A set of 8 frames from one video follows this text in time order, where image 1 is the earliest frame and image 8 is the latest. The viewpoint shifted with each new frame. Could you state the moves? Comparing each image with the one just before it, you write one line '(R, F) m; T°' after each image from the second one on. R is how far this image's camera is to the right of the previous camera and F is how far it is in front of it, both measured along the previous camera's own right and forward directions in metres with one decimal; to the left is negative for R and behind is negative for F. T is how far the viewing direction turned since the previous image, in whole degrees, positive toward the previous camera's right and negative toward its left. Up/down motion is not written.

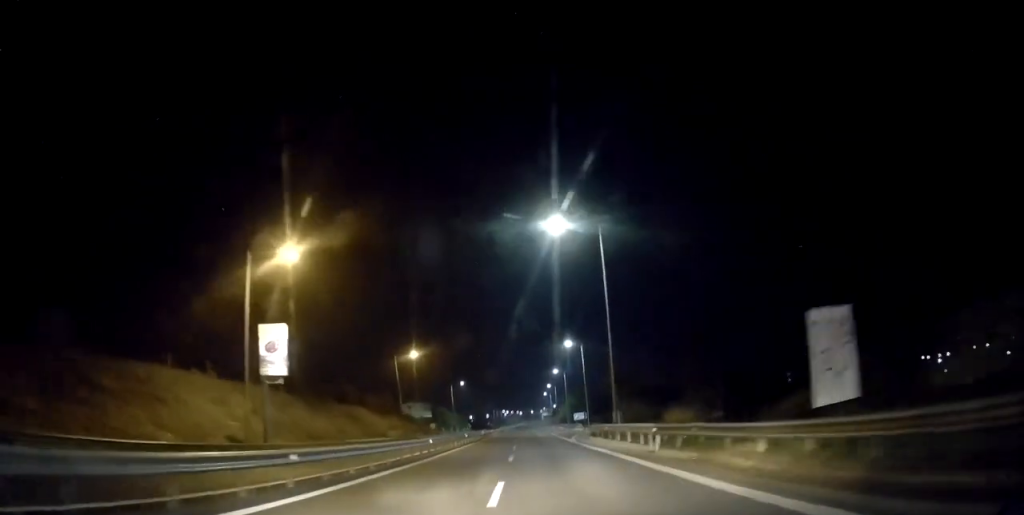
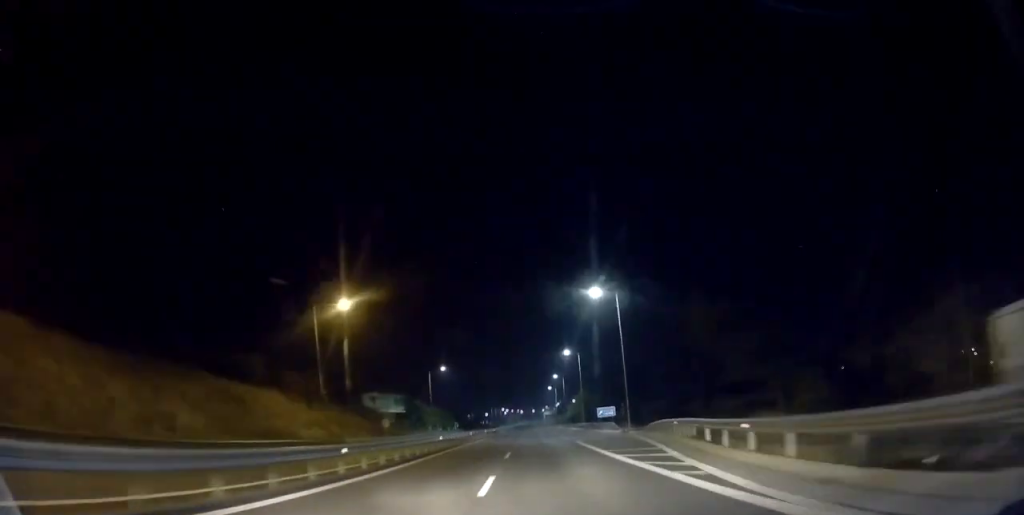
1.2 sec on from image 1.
(0.0, +32.1) m; -1°
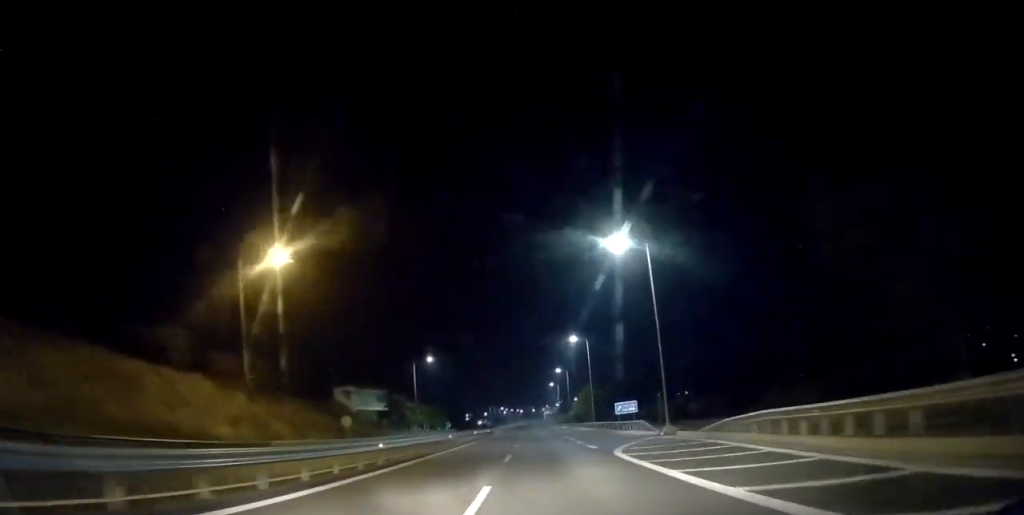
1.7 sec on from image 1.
(-0.1, +13.8) m; 0°
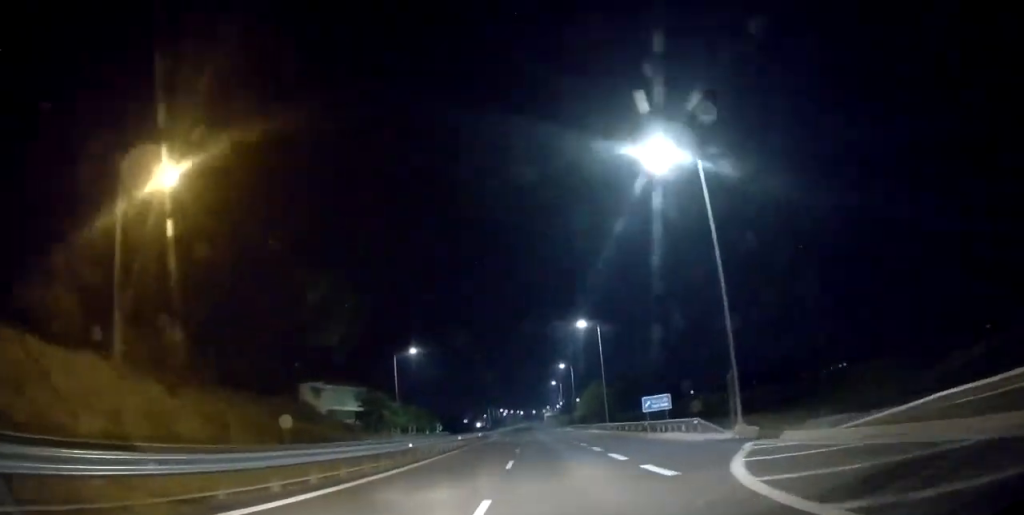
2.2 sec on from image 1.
(-0.2, +13.3) m; 0°
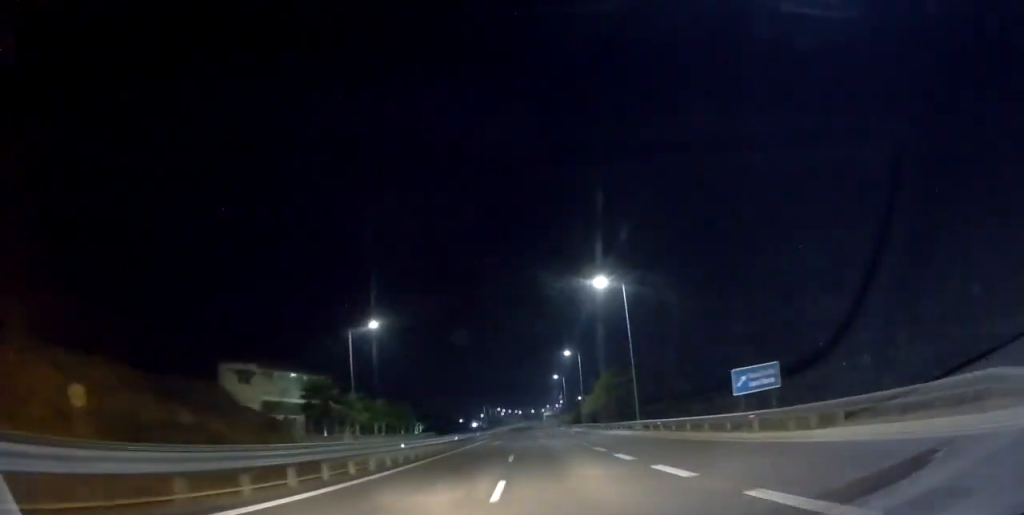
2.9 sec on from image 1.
(+0.4, +18.9) m; +1°
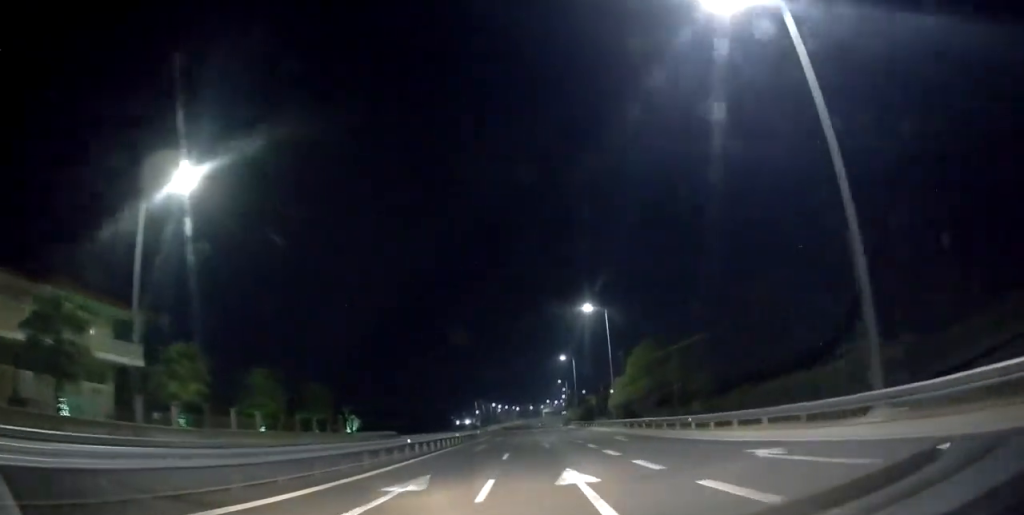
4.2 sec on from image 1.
(0.0, +33.7) m; 0°
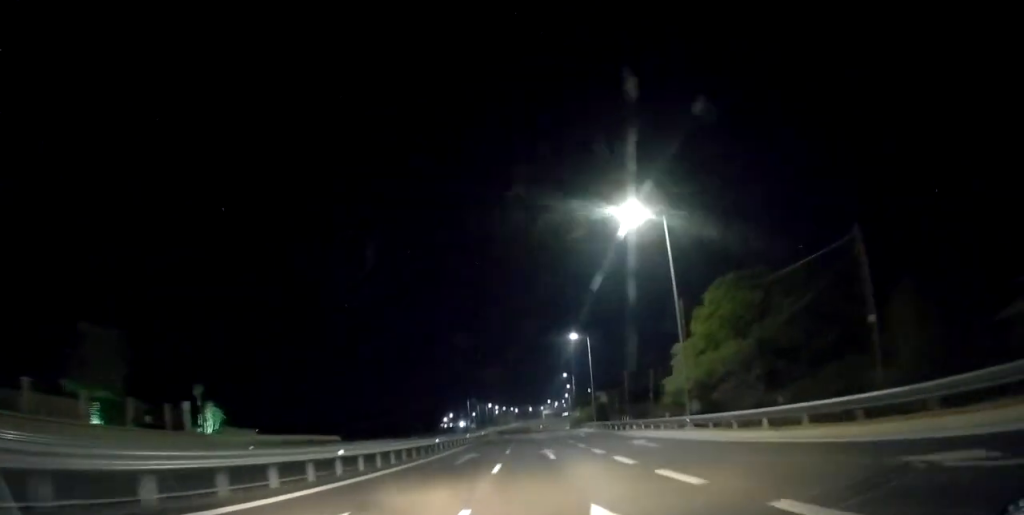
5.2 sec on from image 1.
(0.0, +27.3) m; +1°
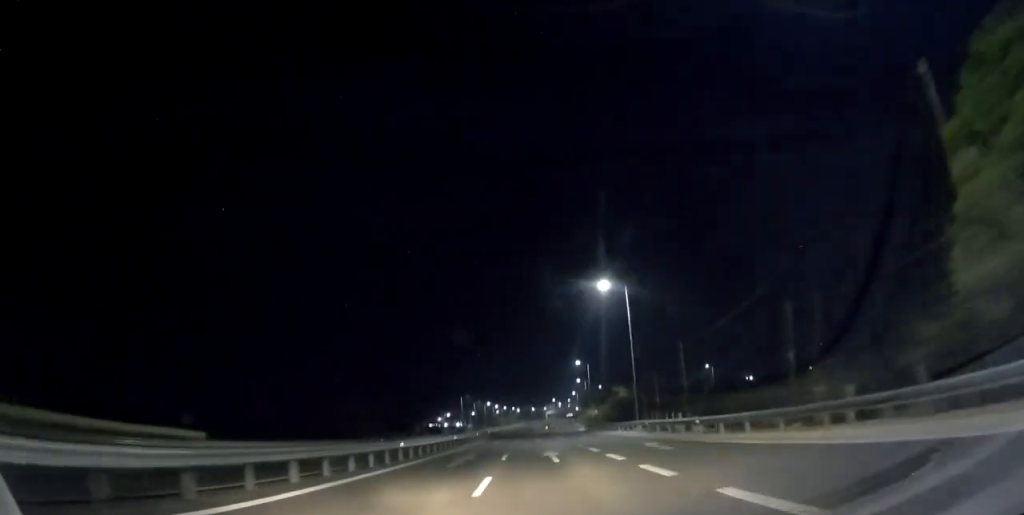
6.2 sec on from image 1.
(+0.3, +28.3) m; 0°
